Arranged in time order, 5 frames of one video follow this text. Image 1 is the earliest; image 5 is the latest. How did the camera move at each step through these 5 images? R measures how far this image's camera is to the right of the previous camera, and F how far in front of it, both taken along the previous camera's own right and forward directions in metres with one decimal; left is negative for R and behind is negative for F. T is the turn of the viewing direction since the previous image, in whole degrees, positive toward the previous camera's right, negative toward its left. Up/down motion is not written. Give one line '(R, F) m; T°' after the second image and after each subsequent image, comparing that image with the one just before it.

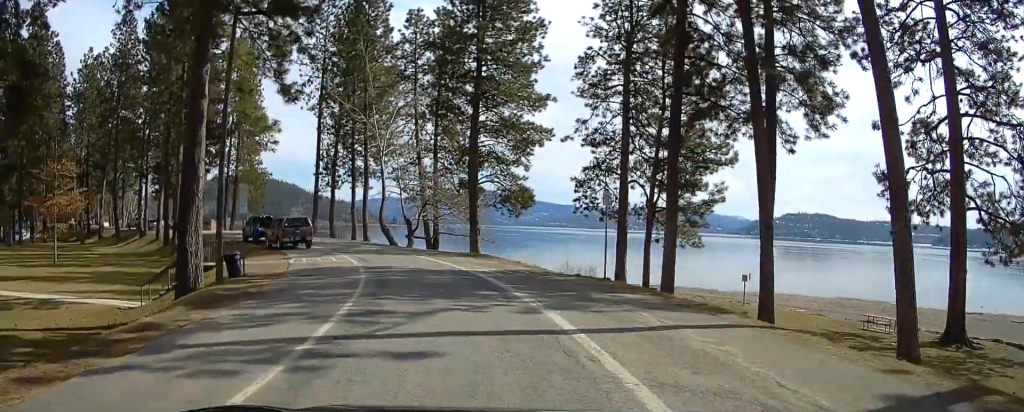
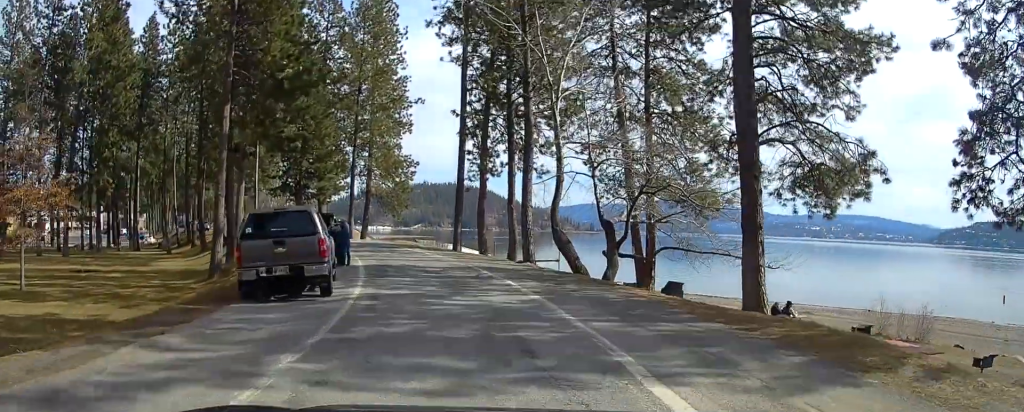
(-4.2, +23.2) m; -18°
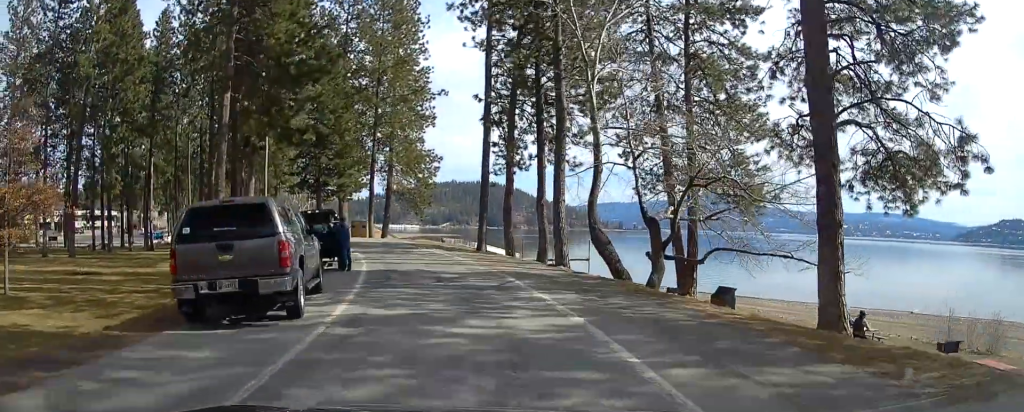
(-0.1, +3.4) m; -3°
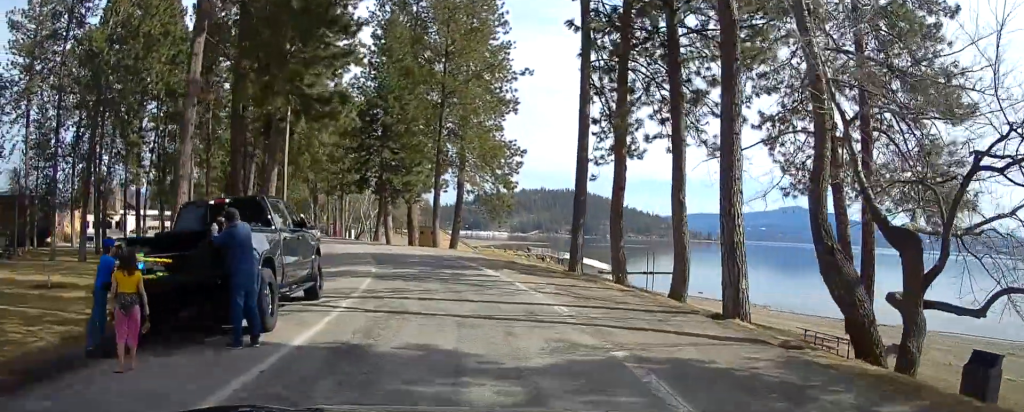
(-1.5, +11.3) m; -12°
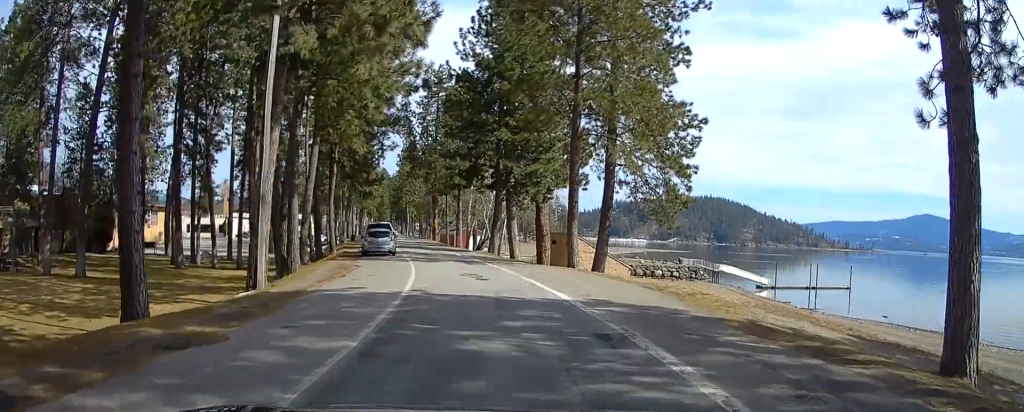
(-1.2, +18.7) m; -7°
